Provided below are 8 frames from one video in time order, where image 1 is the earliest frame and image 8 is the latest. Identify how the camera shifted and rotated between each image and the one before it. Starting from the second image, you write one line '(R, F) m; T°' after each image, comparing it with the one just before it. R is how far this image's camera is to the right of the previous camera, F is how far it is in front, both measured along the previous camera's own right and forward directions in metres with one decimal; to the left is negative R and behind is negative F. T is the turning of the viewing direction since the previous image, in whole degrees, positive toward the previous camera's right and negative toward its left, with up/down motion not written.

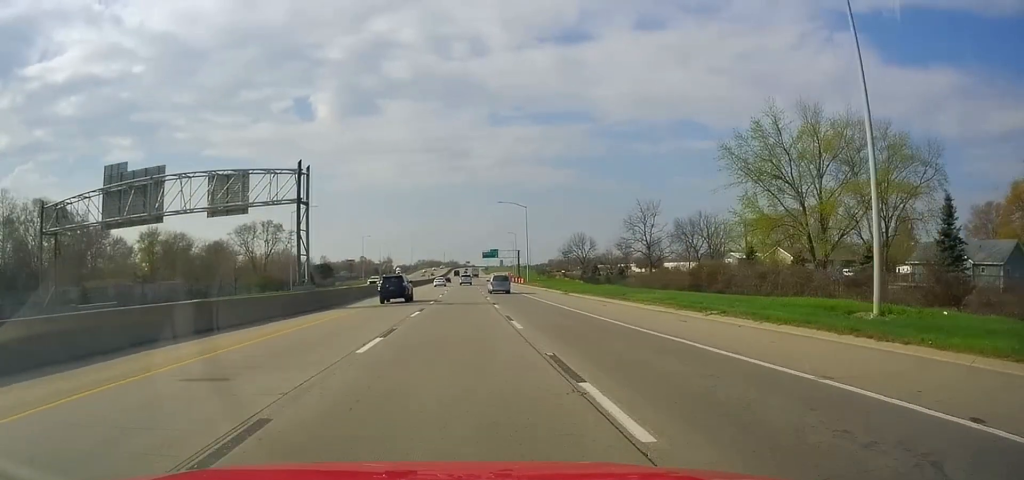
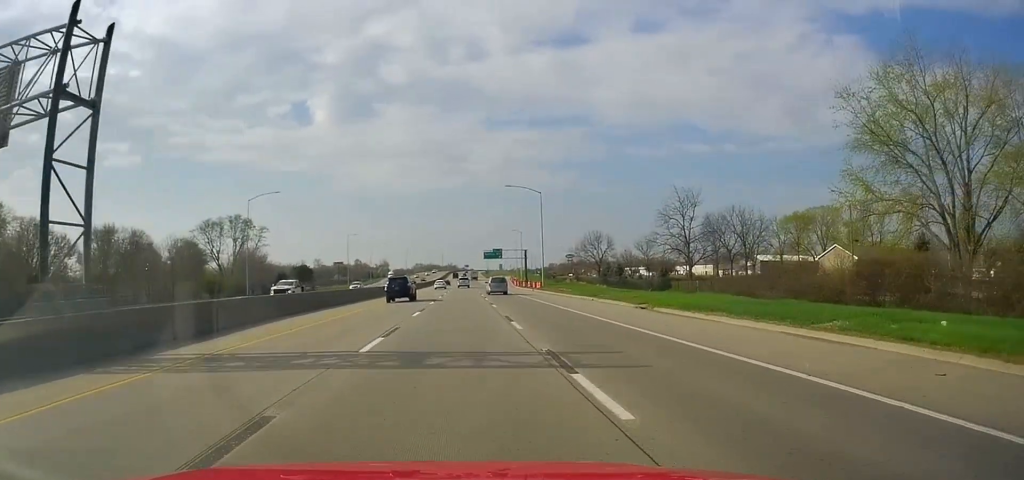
(+0.1, +23.8) m; -1°
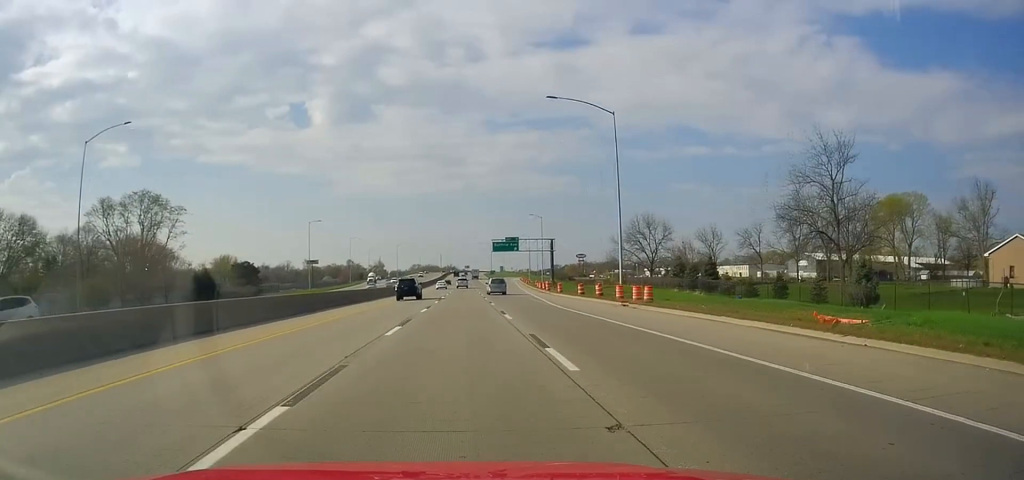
(-0.7, +45.3) m; +1°
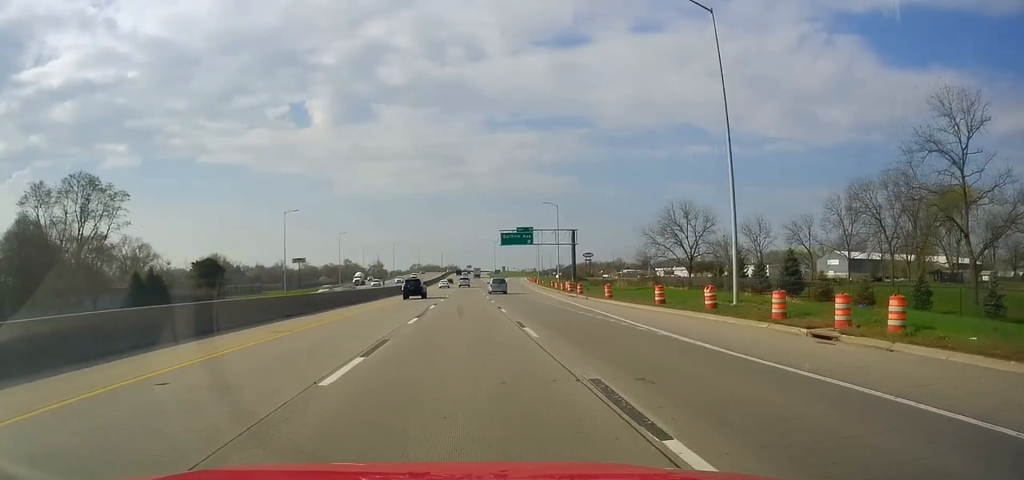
(+0.5, +20.4) m; 0°
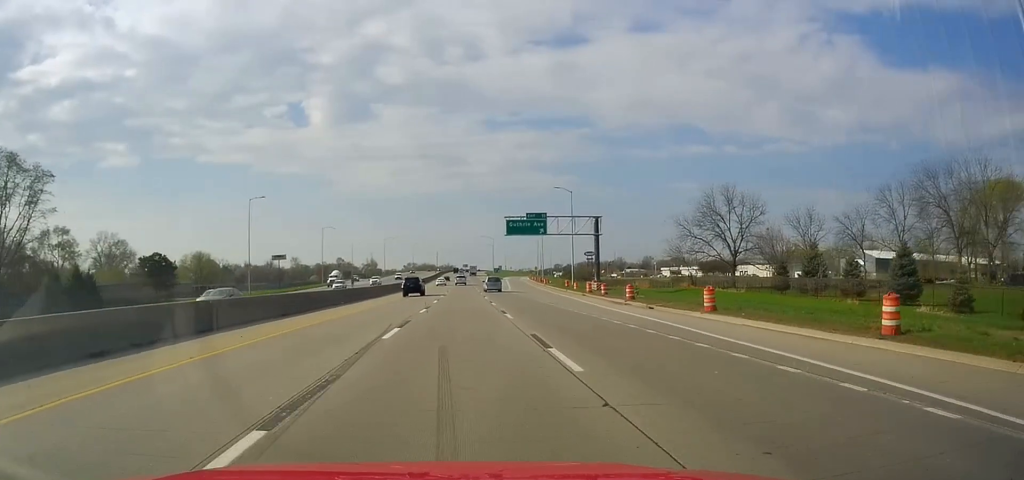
(-0.2, +18.2) m; 0°
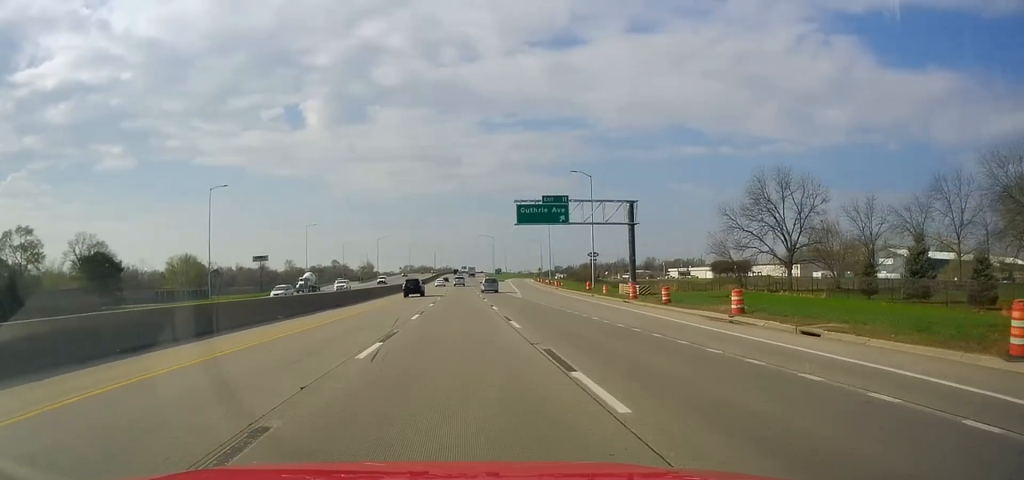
(-0.2, +16.0) m; 0°
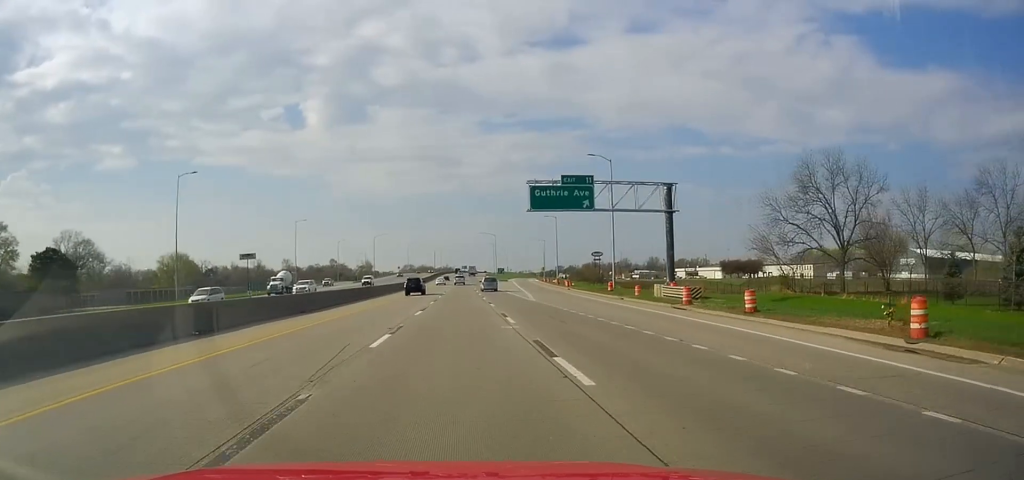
(+0.2, +10.5) m; 0°
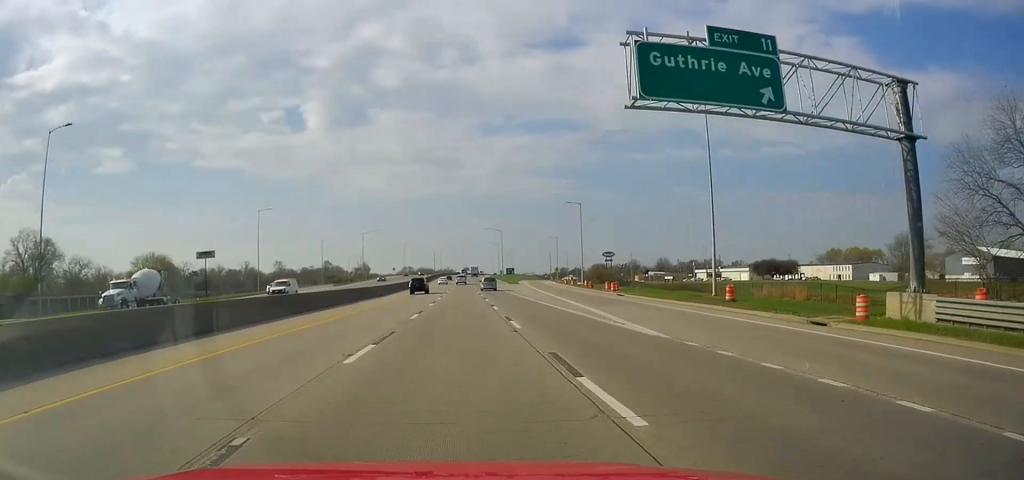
(0.0, +27.2) m; 0°
